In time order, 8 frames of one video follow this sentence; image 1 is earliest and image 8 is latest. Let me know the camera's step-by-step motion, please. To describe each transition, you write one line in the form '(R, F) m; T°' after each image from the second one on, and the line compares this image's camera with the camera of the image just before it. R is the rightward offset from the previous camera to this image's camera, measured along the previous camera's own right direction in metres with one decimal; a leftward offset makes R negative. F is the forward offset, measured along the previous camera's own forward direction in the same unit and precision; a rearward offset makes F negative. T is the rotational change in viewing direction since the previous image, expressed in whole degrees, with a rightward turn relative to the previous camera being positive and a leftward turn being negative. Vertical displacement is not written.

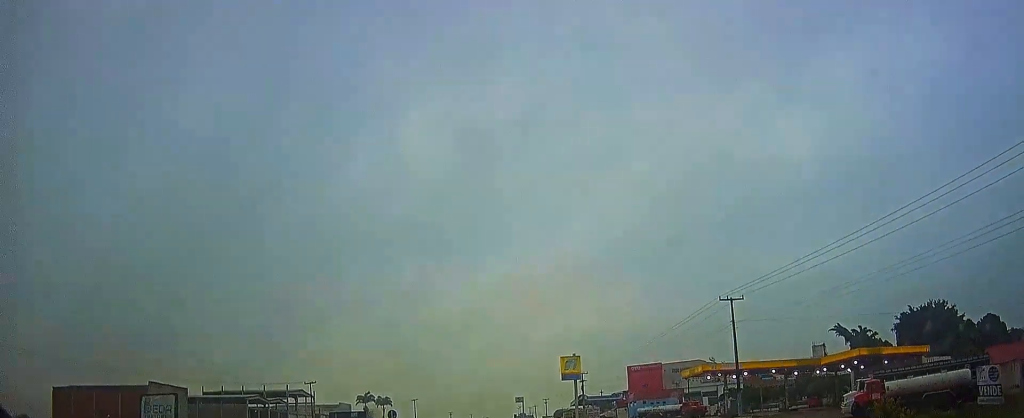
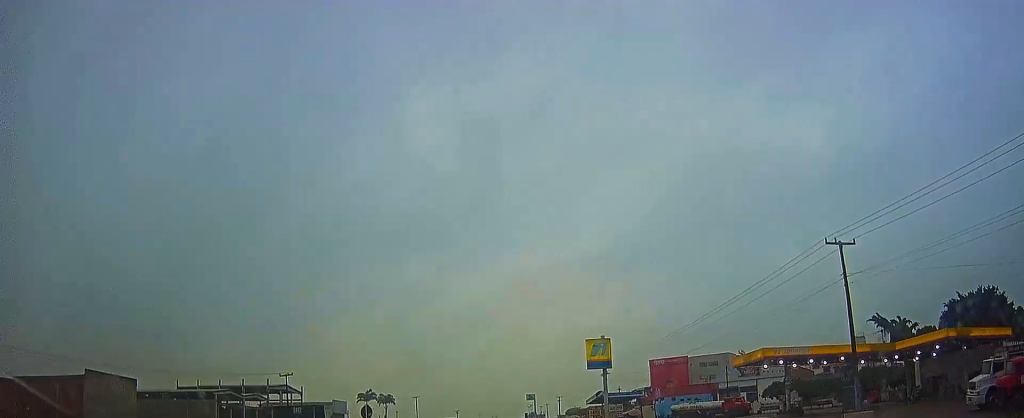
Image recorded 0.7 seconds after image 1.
(-0.1, +14.3) m; -1°
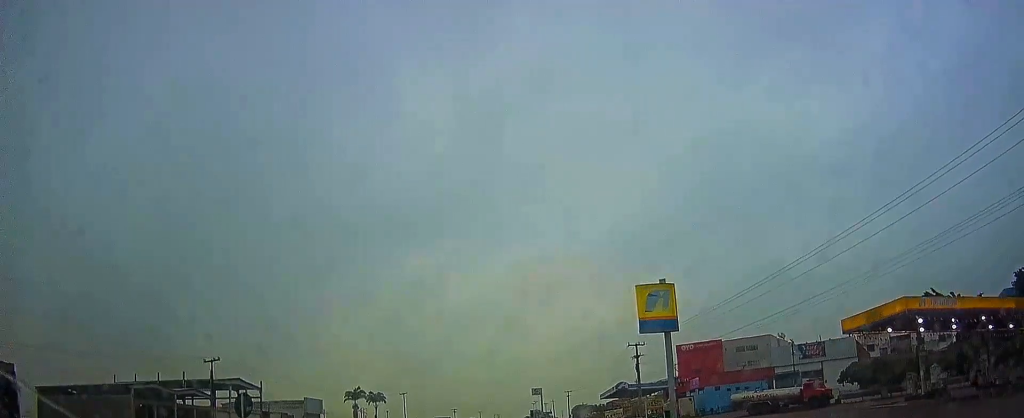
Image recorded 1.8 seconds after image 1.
(-0.5, +21.1) m; -2°
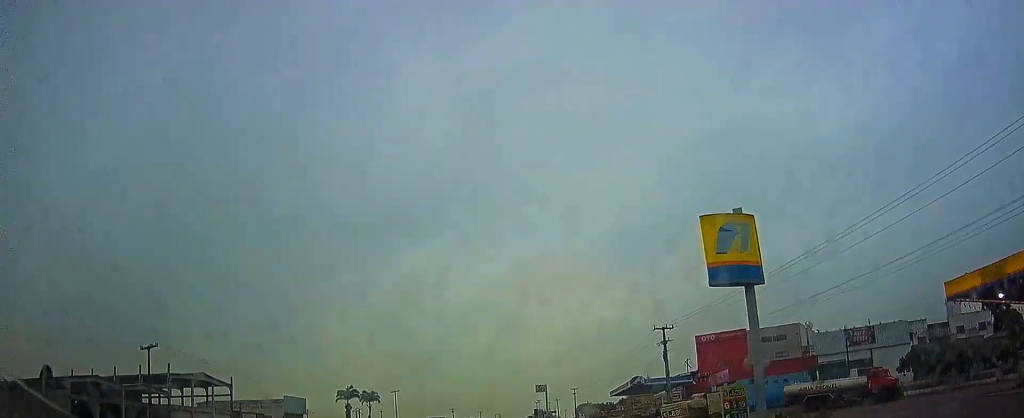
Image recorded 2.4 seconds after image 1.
(-0.3, +11.5) m; 0°
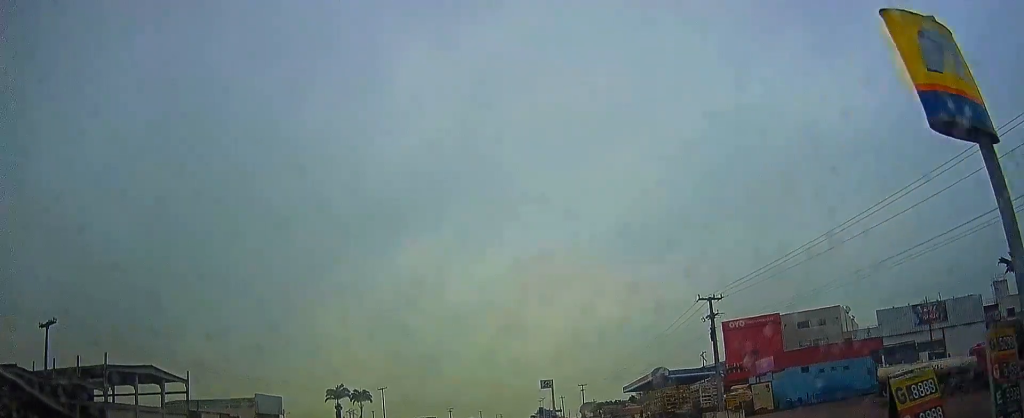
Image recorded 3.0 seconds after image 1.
(+0.1, +13.2) m; 0°
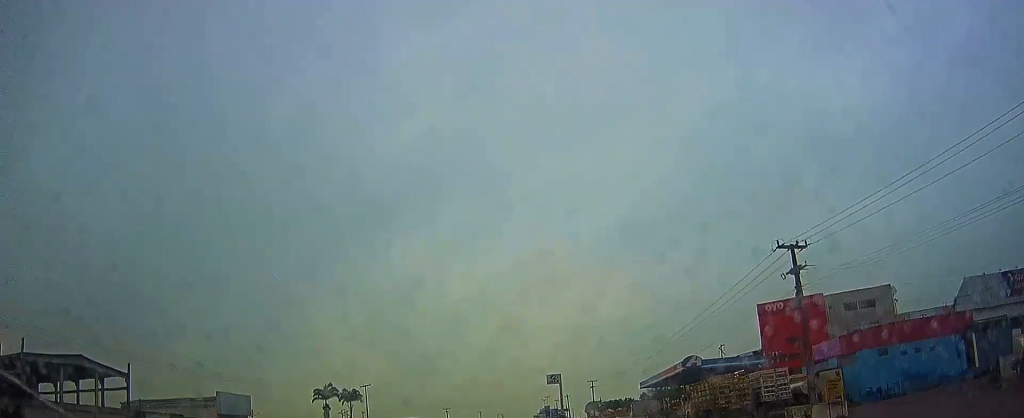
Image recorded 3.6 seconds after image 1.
(+0.4, +13.4) m; 0°
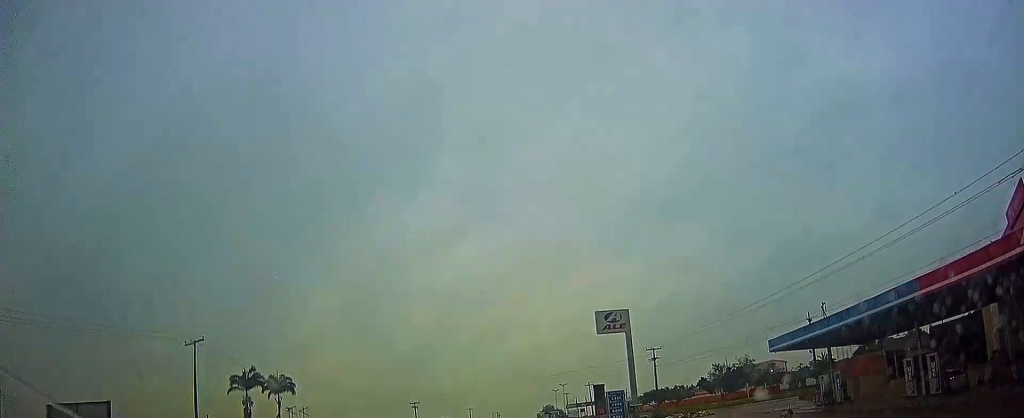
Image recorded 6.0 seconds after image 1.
(-2.0, +53.5) m; -2°
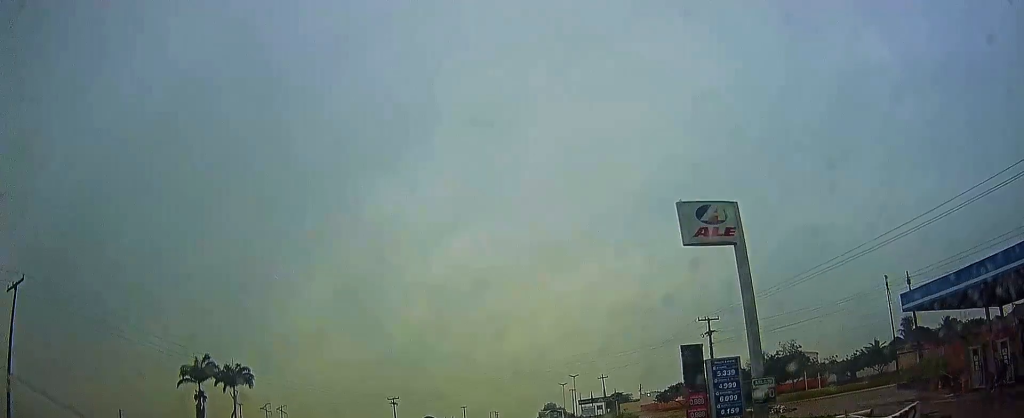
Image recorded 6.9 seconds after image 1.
(+0.1, +20.2) m; 0°
